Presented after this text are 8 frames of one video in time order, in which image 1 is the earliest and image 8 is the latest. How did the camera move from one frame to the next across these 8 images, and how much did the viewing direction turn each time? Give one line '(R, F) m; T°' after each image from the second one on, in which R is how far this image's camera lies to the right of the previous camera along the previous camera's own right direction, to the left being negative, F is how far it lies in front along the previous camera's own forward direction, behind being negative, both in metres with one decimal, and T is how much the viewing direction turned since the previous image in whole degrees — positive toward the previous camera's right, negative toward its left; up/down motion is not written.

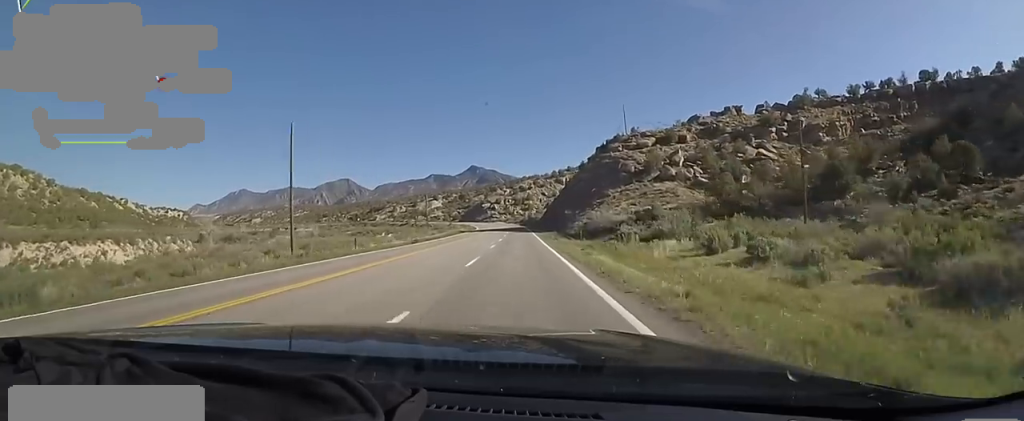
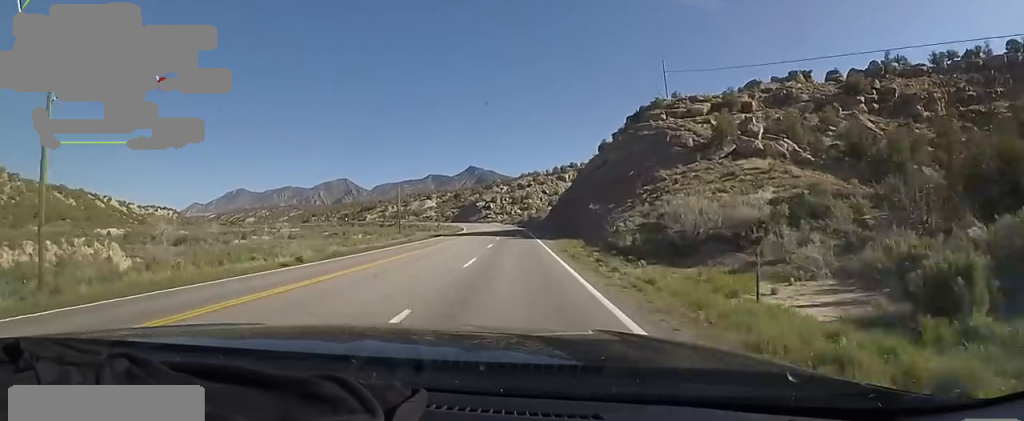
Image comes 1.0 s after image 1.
(-0.3, +24.7) m; 0°
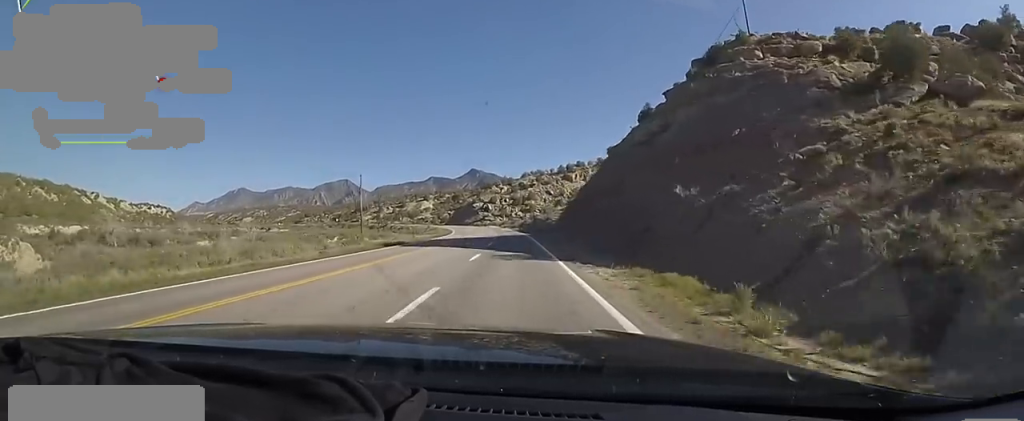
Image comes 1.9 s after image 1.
(+0.1, +21.5) m; 0°
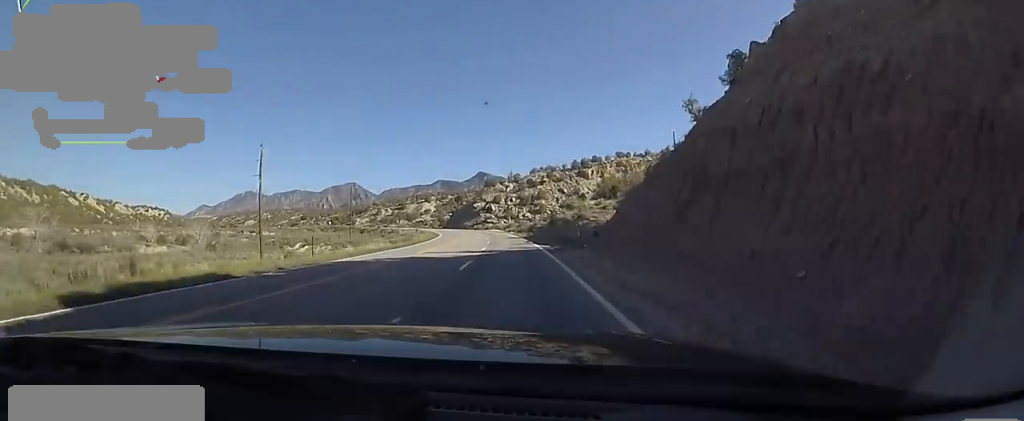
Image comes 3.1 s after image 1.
(0.0, +28.0) m; -2°
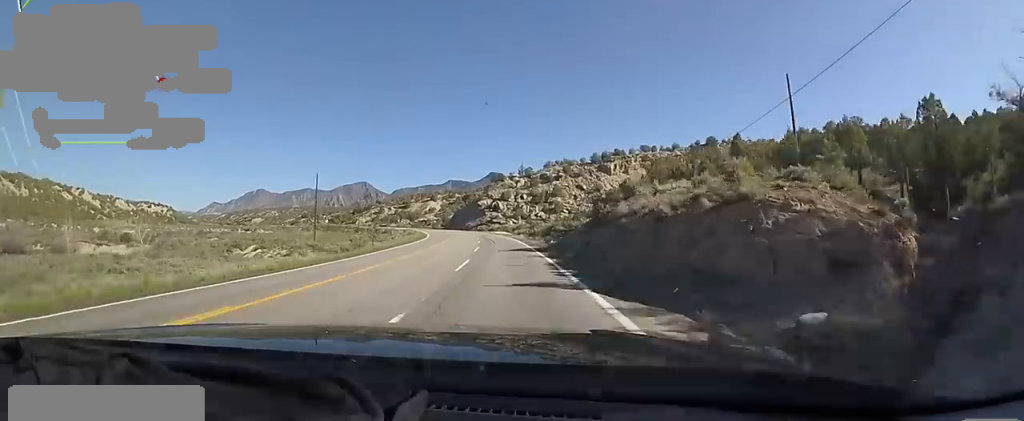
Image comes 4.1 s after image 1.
(-0.6, +23.9) m; -1°
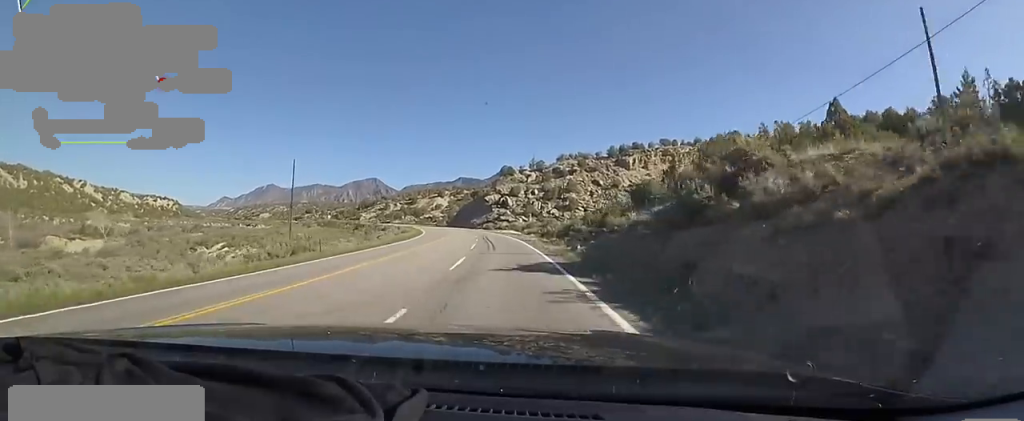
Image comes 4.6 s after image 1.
(-0.1, +12.7) m; -1°
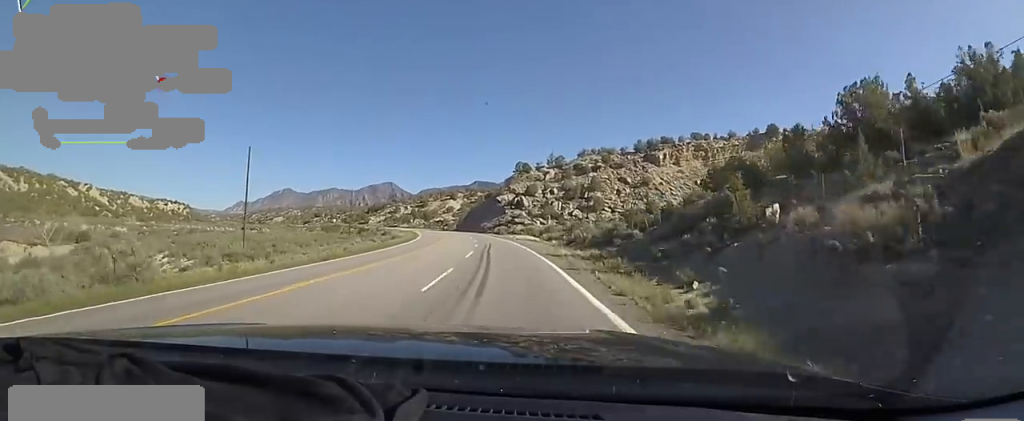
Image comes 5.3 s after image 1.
(+0.4, +16.6) m; -2°
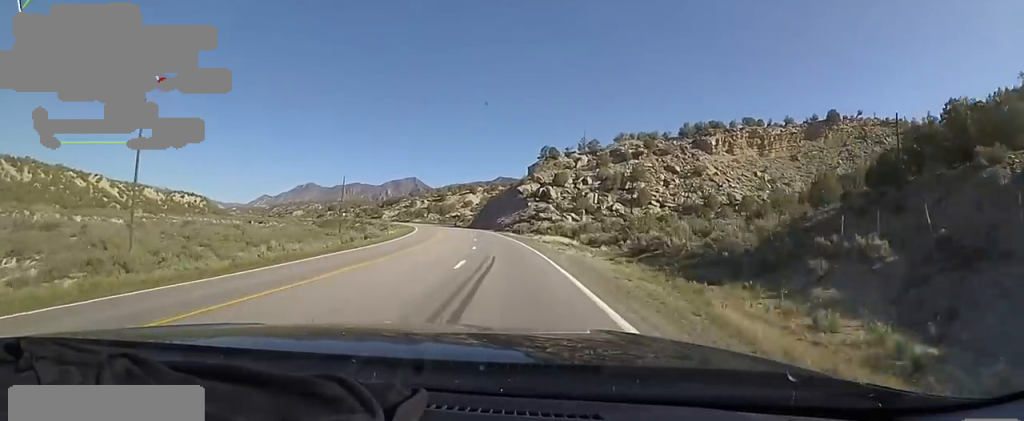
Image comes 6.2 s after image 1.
(-1.1, +21.2) m; -5°
